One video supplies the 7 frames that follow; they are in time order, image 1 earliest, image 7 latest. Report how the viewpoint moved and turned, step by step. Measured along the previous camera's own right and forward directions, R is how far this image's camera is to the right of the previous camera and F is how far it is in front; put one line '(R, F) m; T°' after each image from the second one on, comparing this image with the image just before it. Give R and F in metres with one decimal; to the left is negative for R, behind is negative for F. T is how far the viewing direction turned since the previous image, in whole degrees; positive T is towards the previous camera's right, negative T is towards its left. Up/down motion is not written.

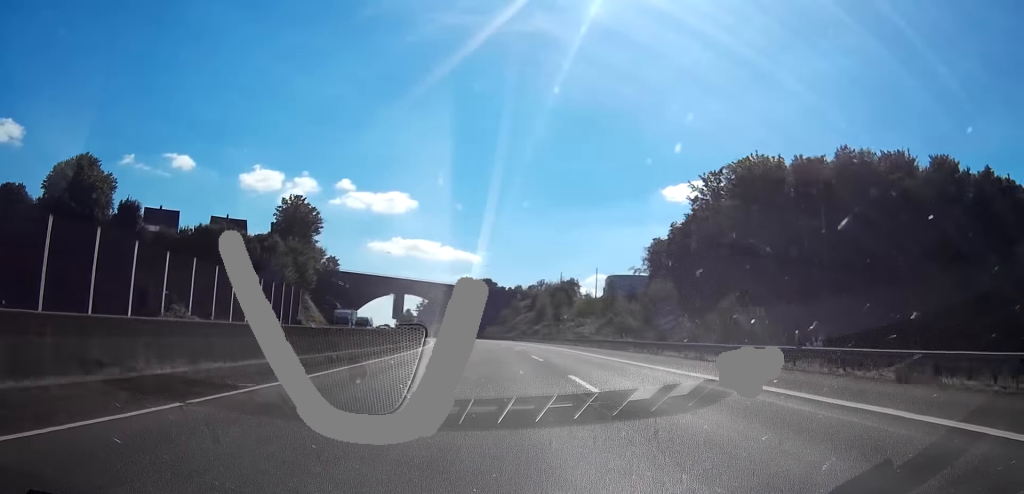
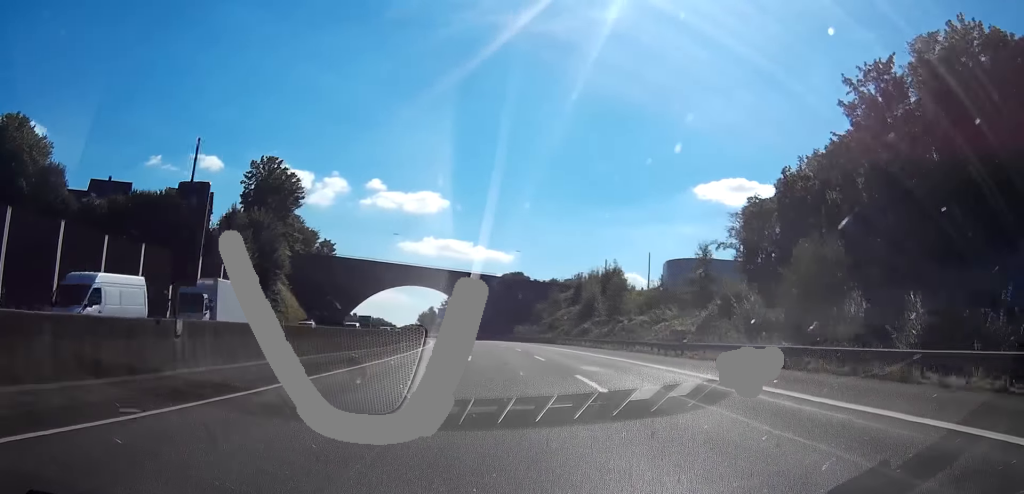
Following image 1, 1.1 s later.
(-1.2, +37.1) m; -2°
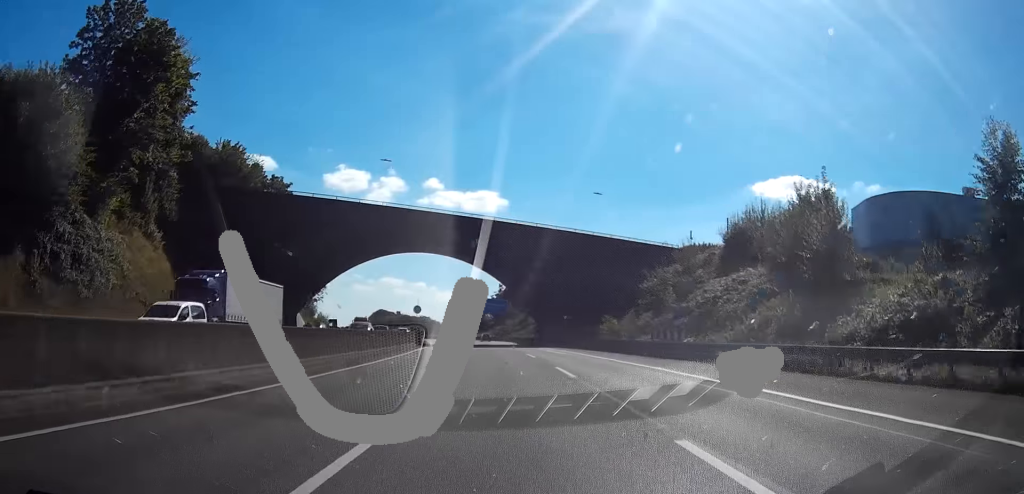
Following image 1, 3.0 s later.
(-2.4, +68.3) m; -5°
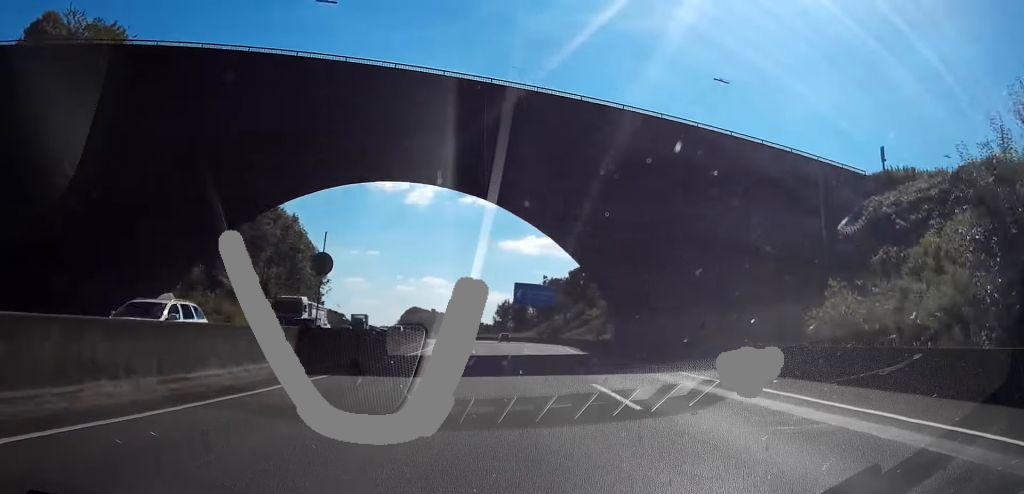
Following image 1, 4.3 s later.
(-1.5, +44.8) m; -3°
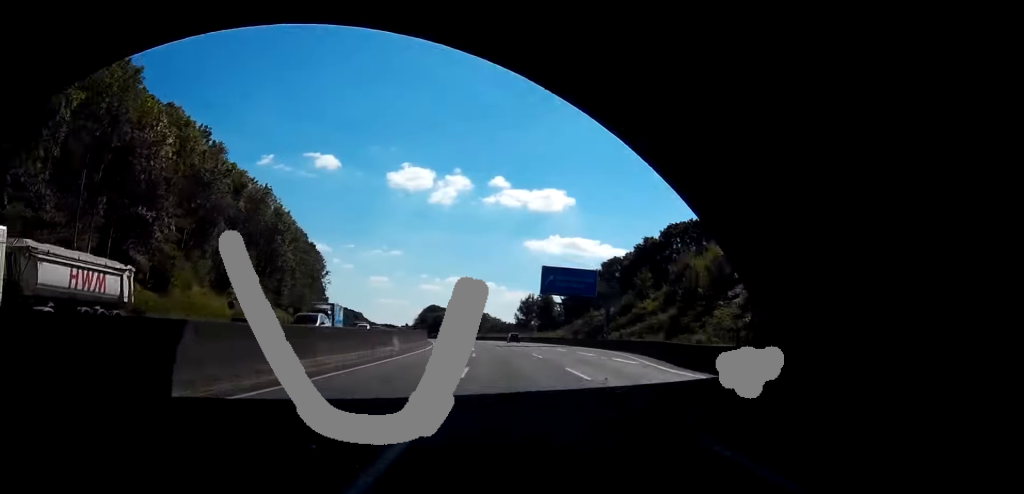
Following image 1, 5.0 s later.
(+0.1, +27.0) m; -2°
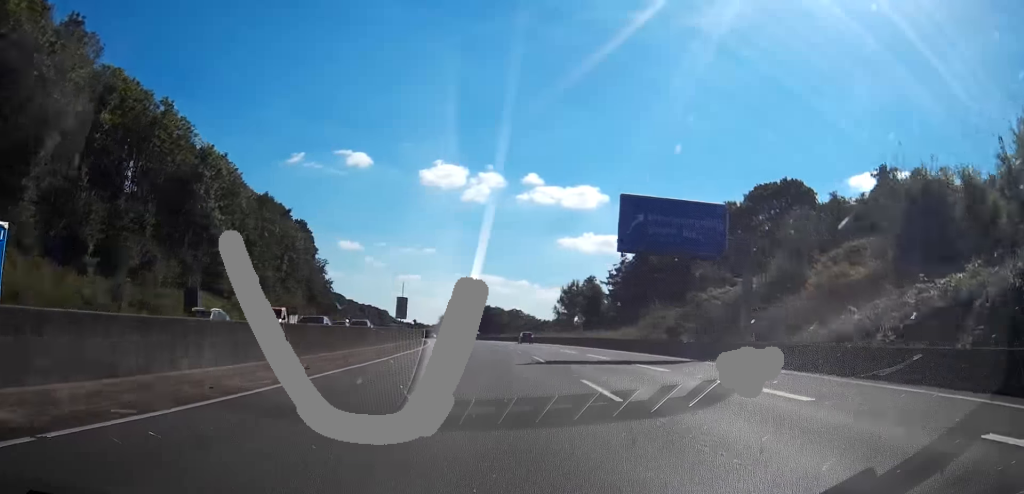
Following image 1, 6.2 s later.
(-1.4, +41.8) m; -3°
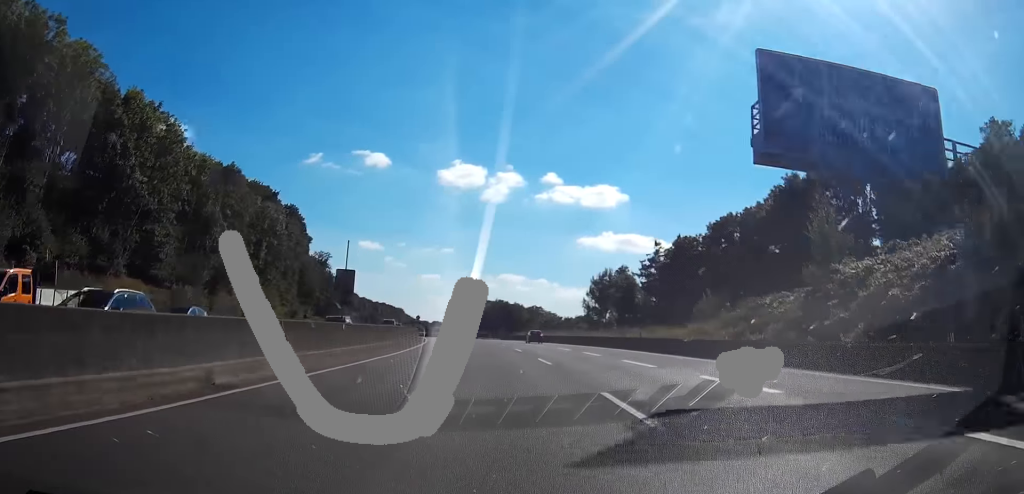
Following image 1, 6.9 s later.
(-0.1, +20.4) m; -1°
